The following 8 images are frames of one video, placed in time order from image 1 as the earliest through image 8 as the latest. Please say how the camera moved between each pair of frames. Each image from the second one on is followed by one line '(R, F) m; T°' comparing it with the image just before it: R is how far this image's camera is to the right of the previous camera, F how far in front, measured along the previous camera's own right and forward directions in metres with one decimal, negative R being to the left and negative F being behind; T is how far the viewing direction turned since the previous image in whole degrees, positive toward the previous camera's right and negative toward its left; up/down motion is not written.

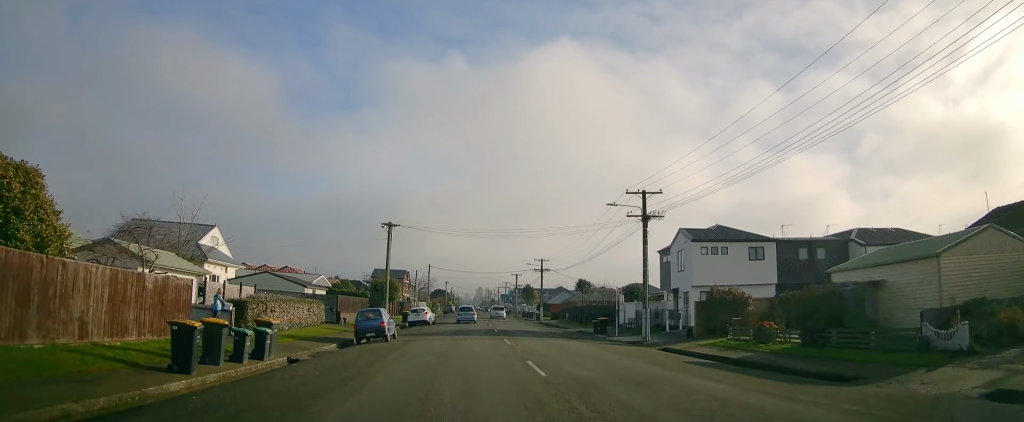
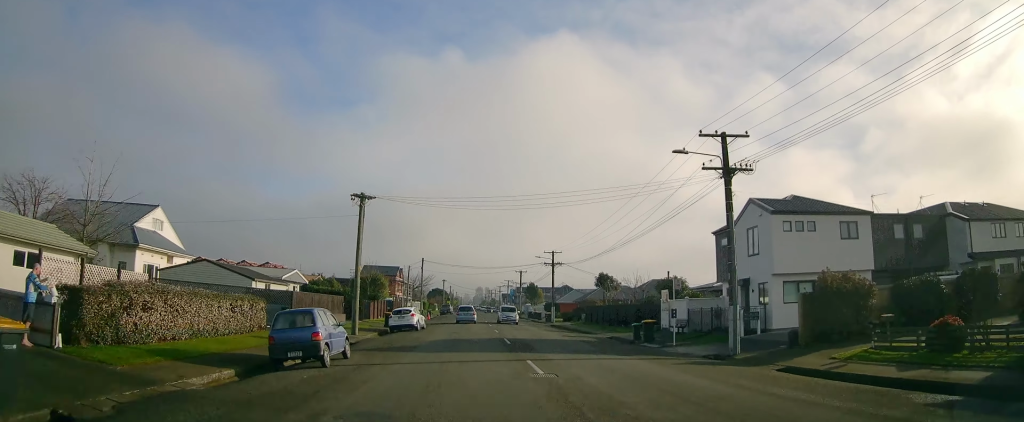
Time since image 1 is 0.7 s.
(-0.5, +9.9) m; -2°
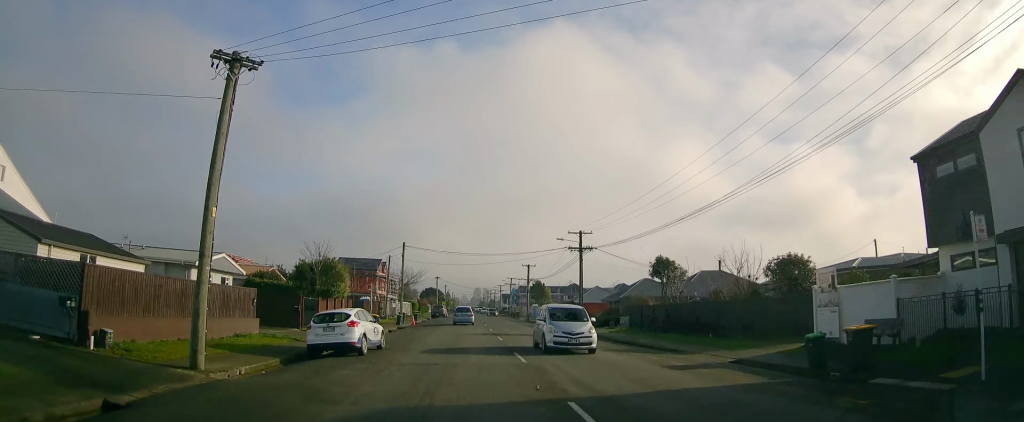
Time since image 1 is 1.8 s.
(-0.2, +16.9) m; -2°
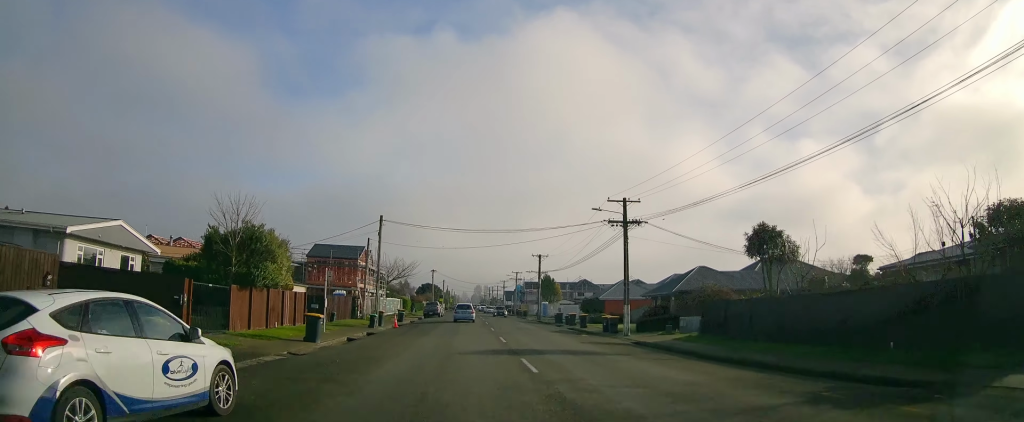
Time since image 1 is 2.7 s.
(-0.2, +13.1) m; +1°
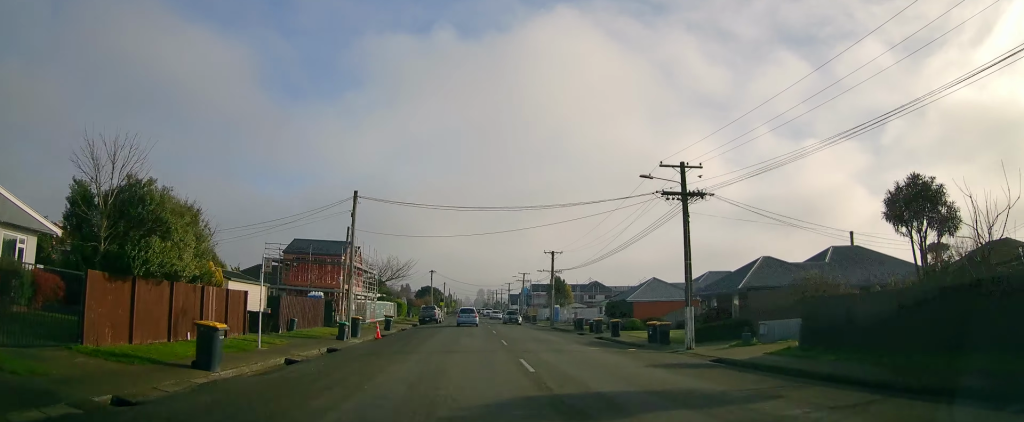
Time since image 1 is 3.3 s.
(0.0, +9.0) m; +1°
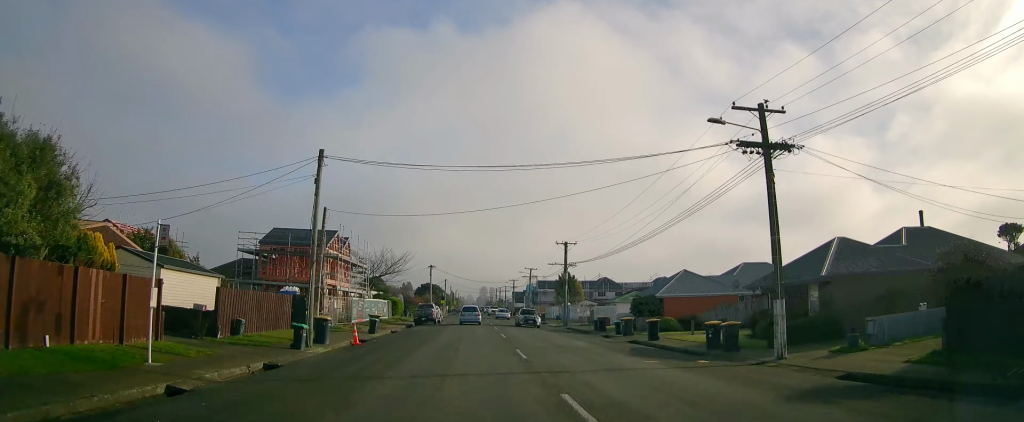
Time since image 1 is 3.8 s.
(+0.6, +6.9) m; 0°
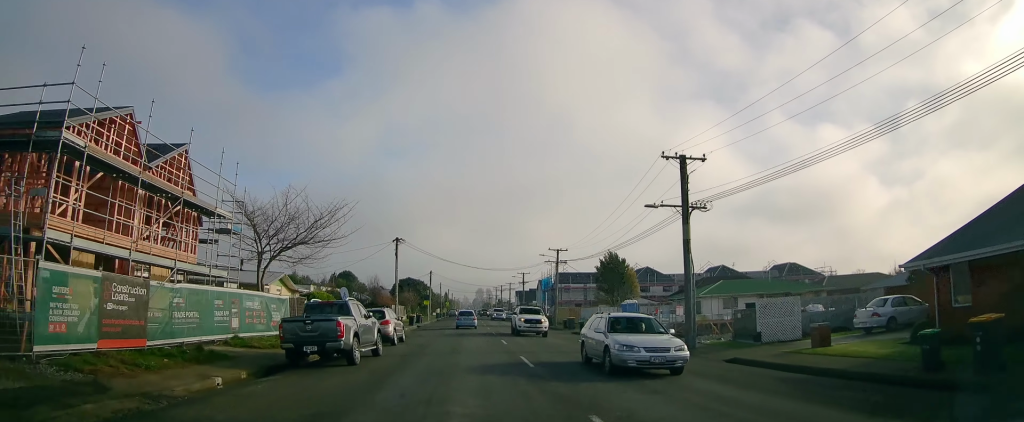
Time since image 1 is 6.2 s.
(-0.8, +31.5) m; +1°
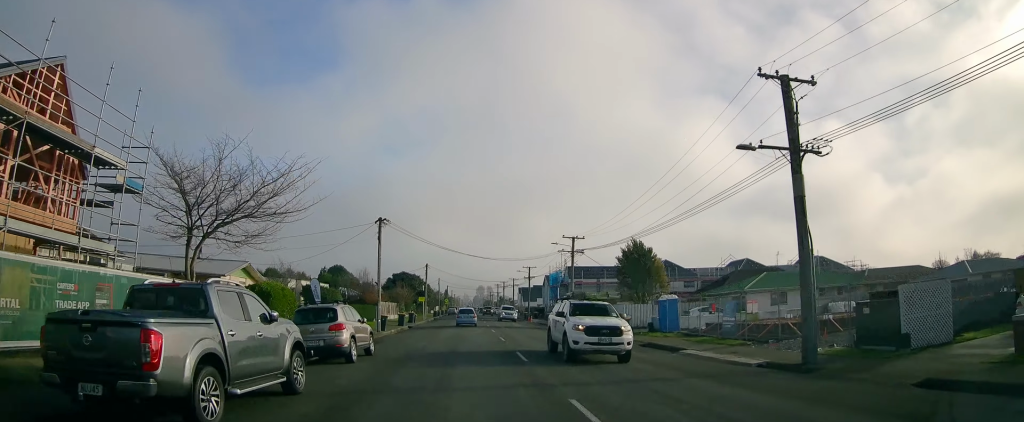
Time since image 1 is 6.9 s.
(+0.3, +8.6) m; -2°
